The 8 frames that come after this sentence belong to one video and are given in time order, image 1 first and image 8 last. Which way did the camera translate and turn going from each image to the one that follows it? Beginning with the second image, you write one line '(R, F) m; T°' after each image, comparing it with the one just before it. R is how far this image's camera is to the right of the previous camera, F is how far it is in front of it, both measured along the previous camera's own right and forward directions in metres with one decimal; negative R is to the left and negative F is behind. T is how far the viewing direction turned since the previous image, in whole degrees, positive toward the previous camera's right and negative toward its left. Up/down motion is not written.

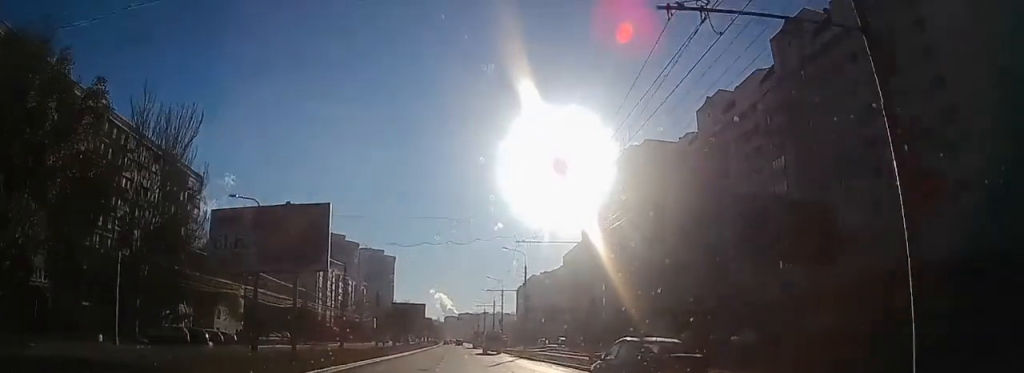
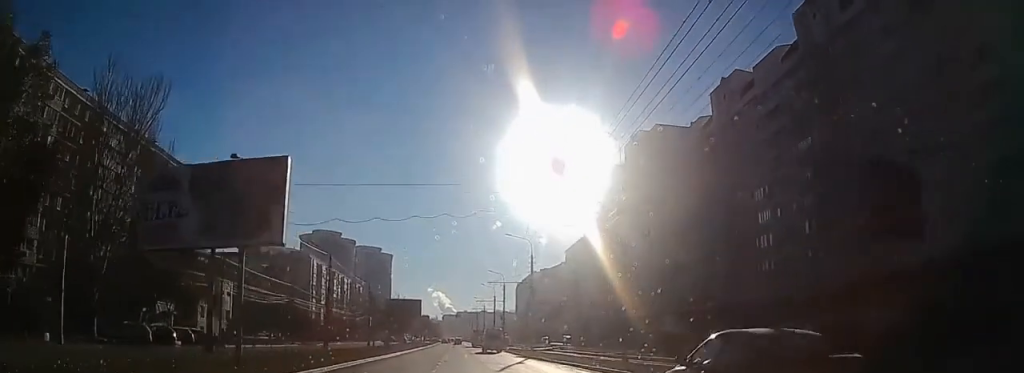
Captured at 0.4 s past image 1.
(+0.2, +6.7) m; +1°
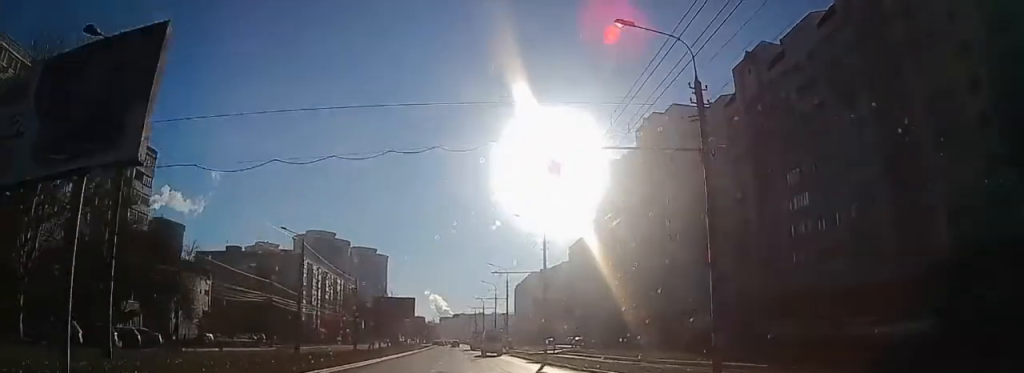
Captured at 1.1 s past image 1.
(+0.1, +10.2) m; -1°
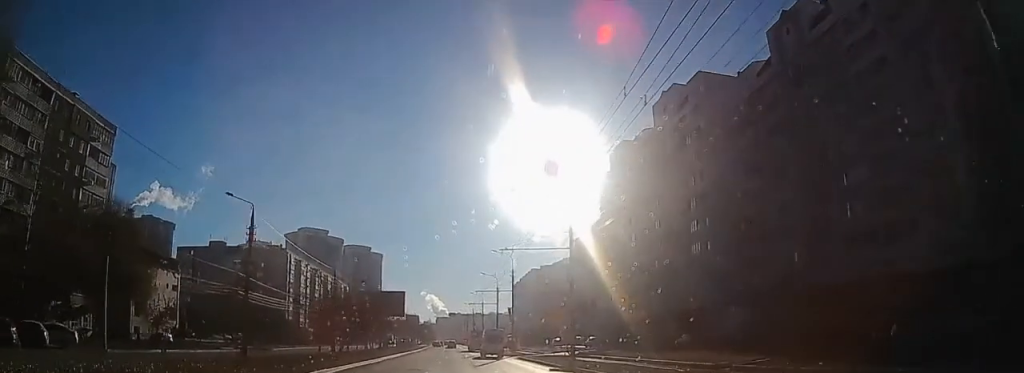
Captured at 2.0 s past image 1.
(-0.2, +12.1) m; 0°
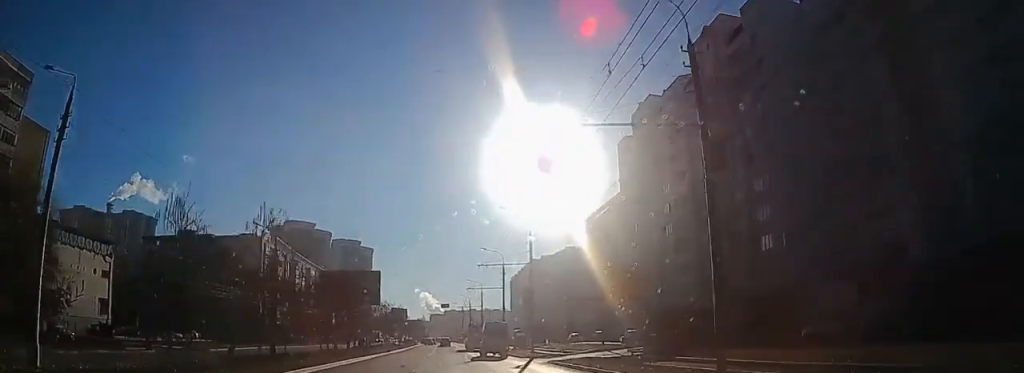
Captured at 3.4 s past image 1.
(+0.9, +20.4) m; +2°
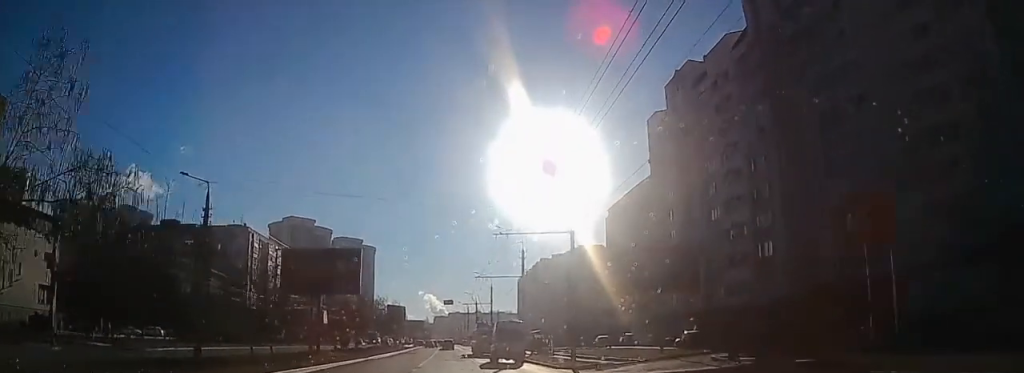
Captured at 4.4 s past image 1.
(-1.0, +14.7) m; -2°
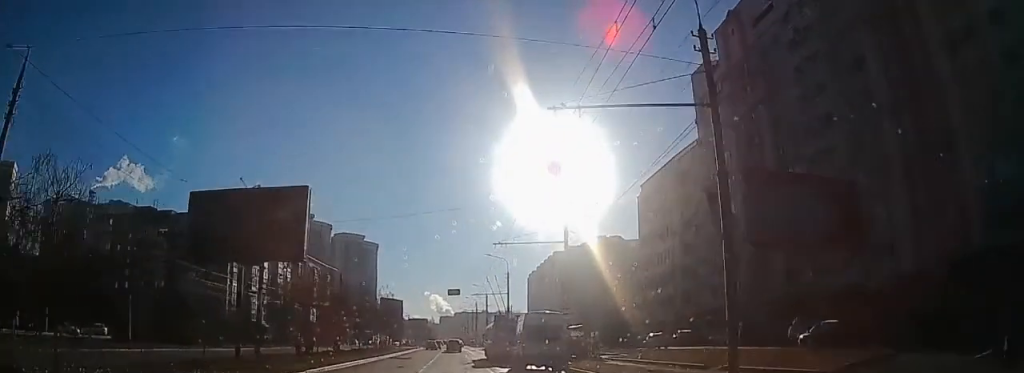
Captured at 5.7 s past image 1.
(+0.7, +18.7) m; +3°
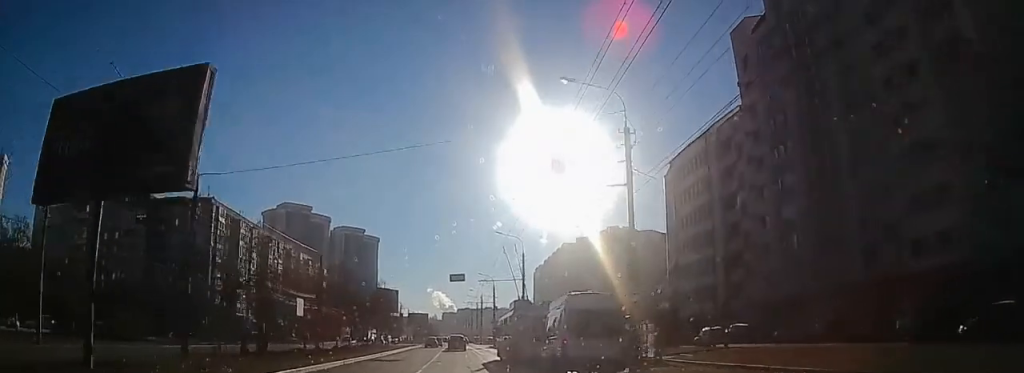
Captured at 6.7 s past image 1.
(0.0, +13.5) m; 0°
